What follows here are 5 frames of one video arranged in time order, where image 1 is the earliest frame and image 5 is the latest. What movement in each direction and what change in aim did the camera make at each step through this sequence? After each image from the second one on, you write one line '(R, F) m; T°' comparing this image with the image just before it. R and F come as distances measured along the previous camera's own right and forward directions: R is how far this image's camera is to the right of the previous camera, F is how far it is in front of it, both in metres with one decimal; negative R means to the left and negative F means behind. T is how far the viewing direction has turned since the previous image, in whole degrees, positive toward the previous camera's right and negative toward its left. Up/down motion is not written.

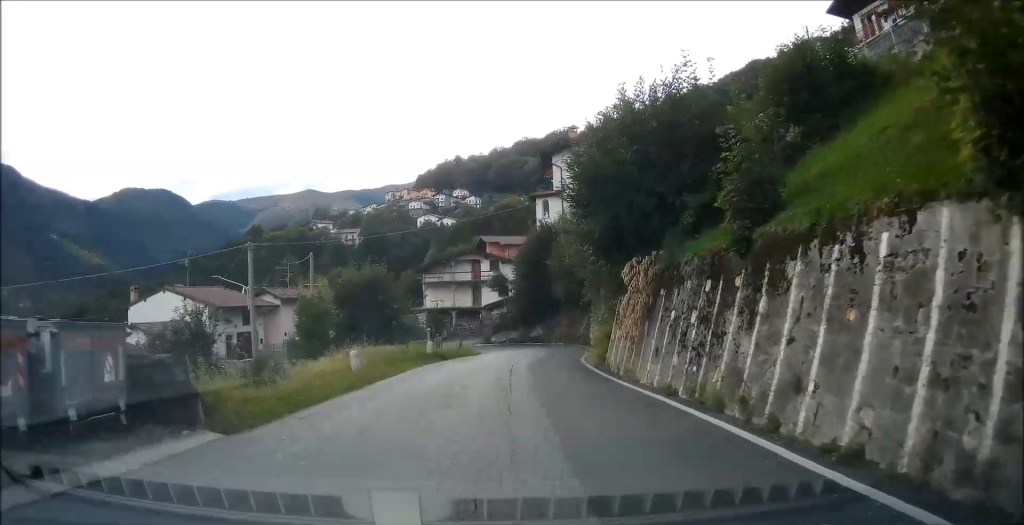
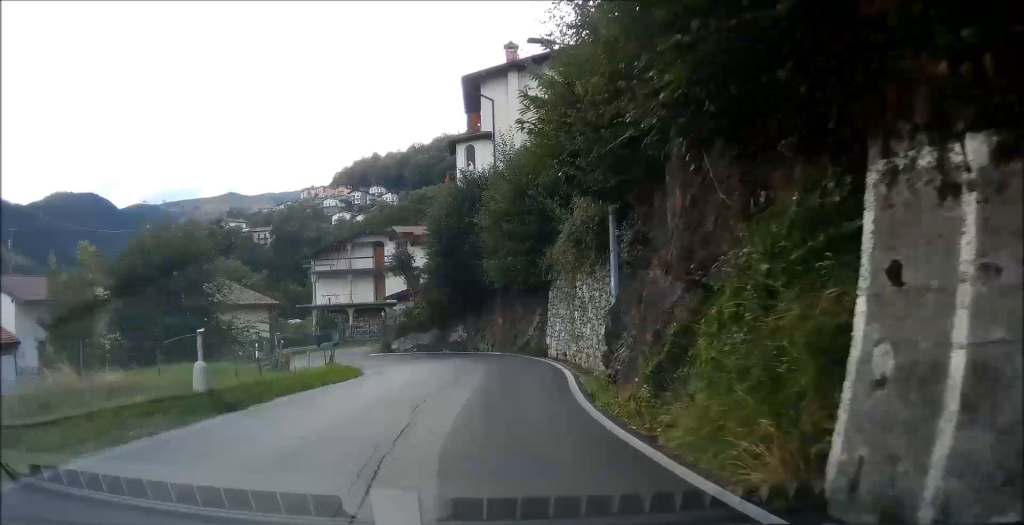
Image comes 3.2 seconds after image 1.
(+1.7, +16.9) m; +9°
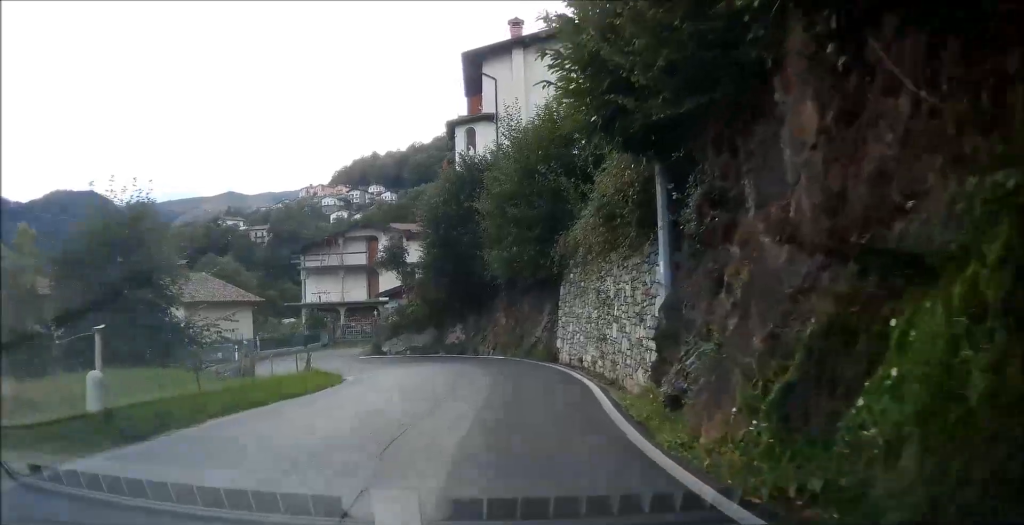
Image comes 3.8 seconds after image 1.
(+0.2, +3.4) m; +1°
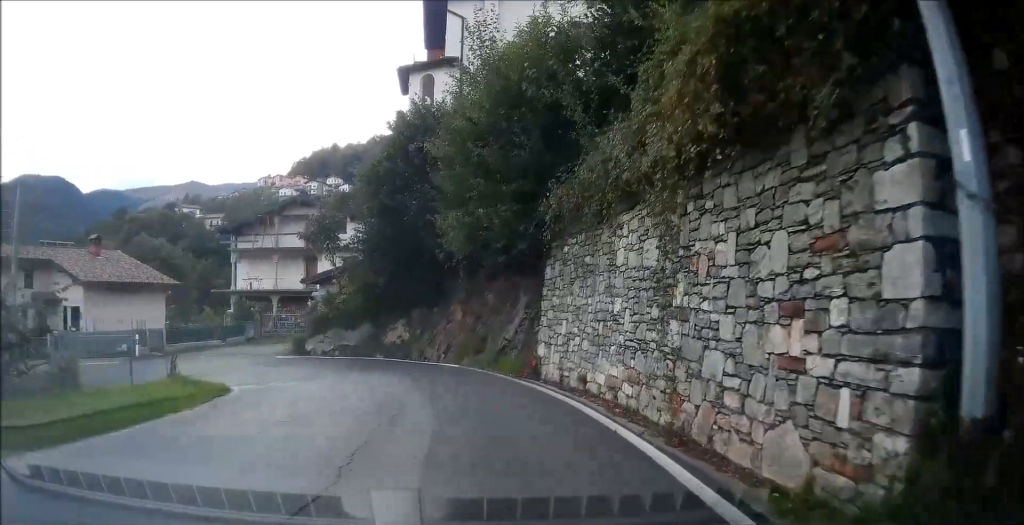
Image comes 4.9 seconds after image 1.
(0.0, +7.3) m; +3°
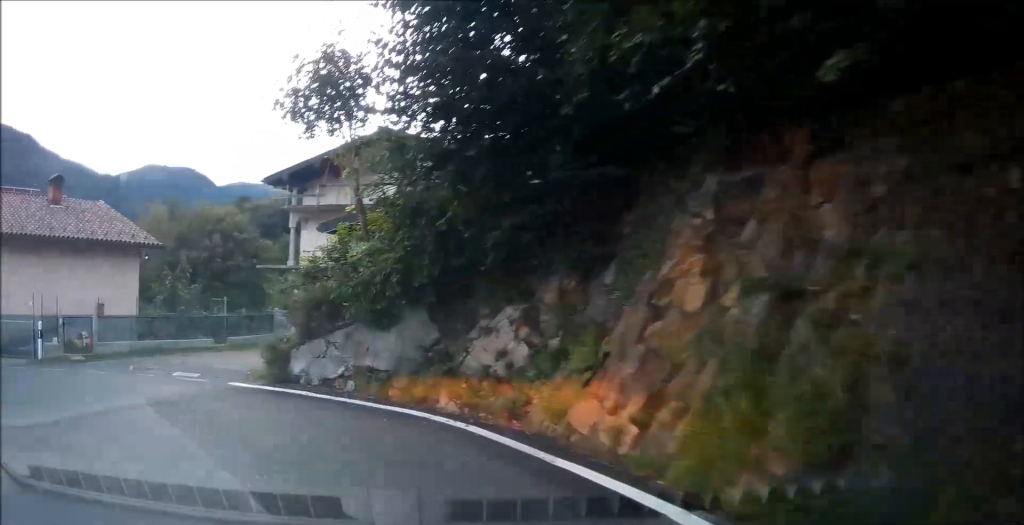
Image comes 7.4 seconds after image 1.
(-1.7, +15.4) m; -19°
